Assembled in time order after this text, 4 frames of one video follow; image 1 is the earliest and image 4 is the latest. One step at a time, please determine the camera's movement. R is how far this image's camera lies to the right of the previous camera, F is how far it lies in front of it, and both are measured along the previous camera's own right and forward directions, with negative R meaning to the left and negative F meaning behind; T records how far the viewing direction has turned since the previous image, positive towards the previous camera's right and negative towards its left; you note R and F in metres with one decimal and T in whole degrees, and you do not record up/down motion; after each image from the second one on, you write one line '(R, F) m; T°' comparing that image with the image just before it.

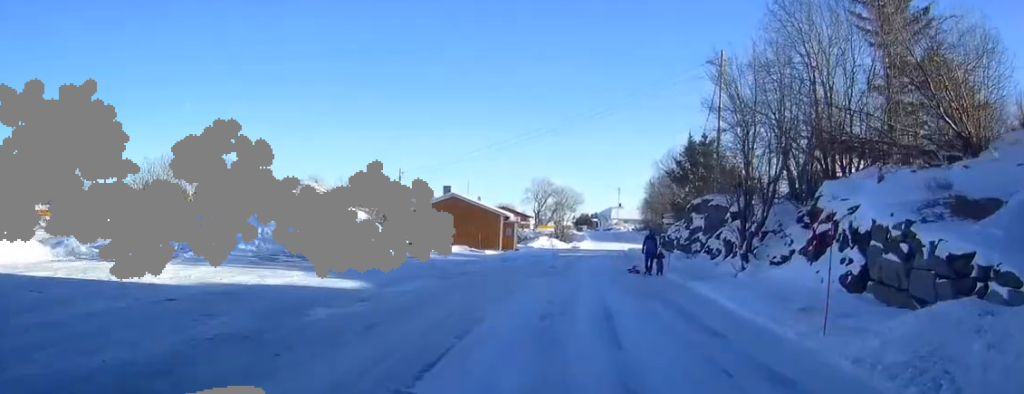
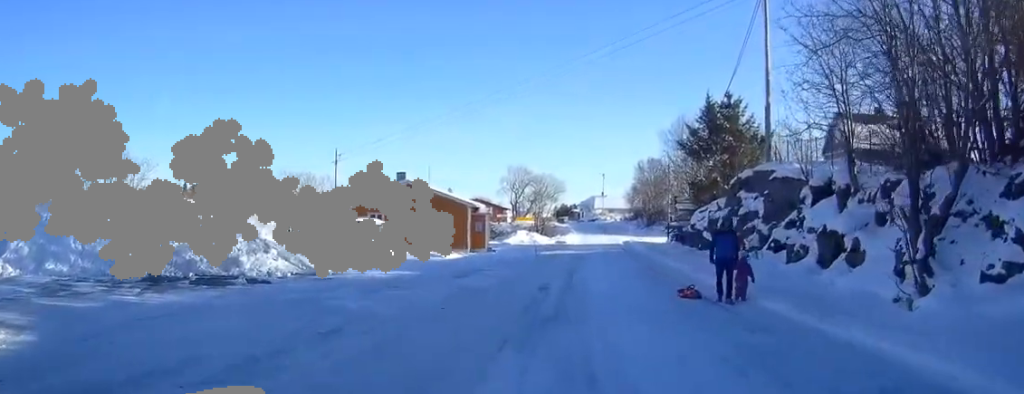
(-0.1, +14.4) m; +2°
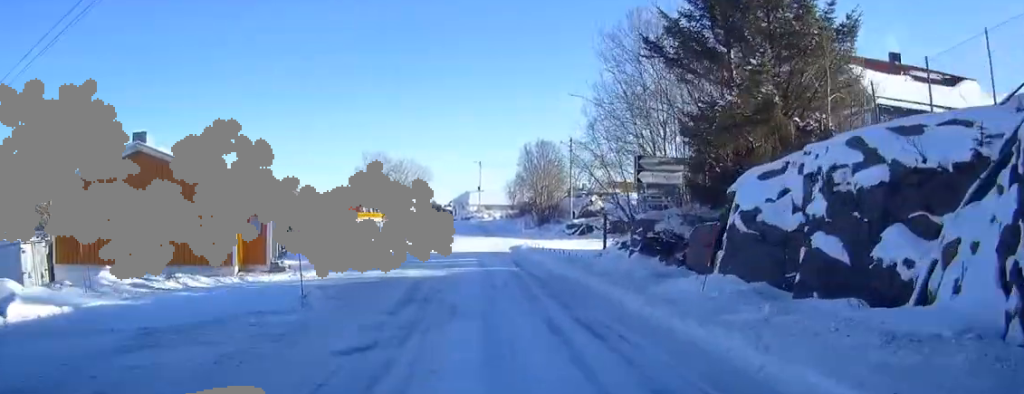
(+2.9, +26.1) m; +9°
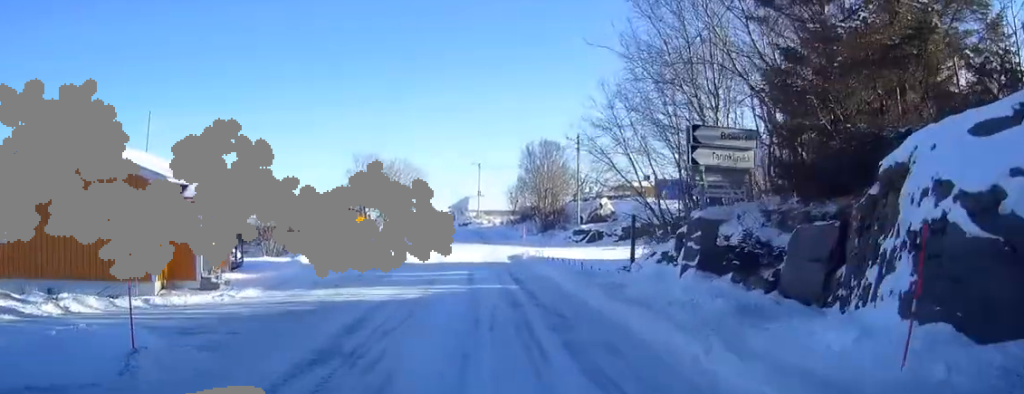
(0.0, +7.0) m; 0°
